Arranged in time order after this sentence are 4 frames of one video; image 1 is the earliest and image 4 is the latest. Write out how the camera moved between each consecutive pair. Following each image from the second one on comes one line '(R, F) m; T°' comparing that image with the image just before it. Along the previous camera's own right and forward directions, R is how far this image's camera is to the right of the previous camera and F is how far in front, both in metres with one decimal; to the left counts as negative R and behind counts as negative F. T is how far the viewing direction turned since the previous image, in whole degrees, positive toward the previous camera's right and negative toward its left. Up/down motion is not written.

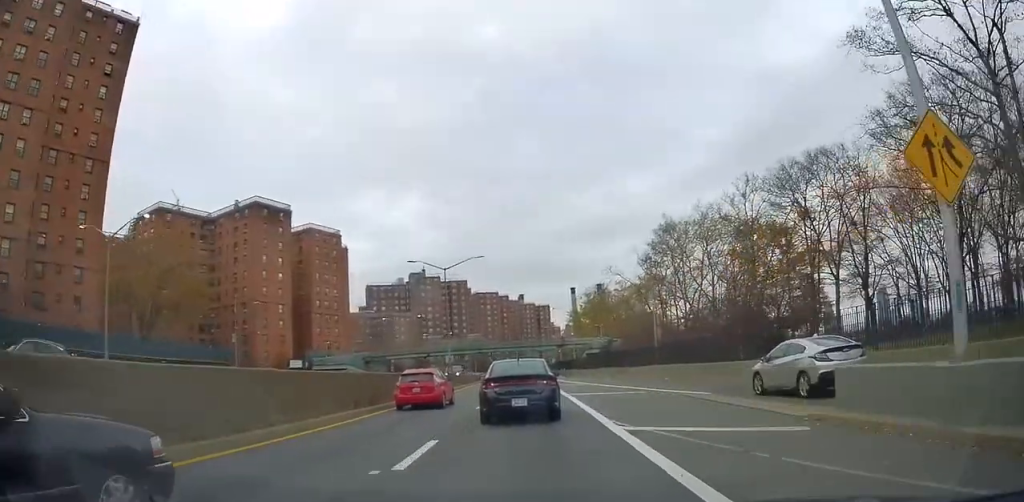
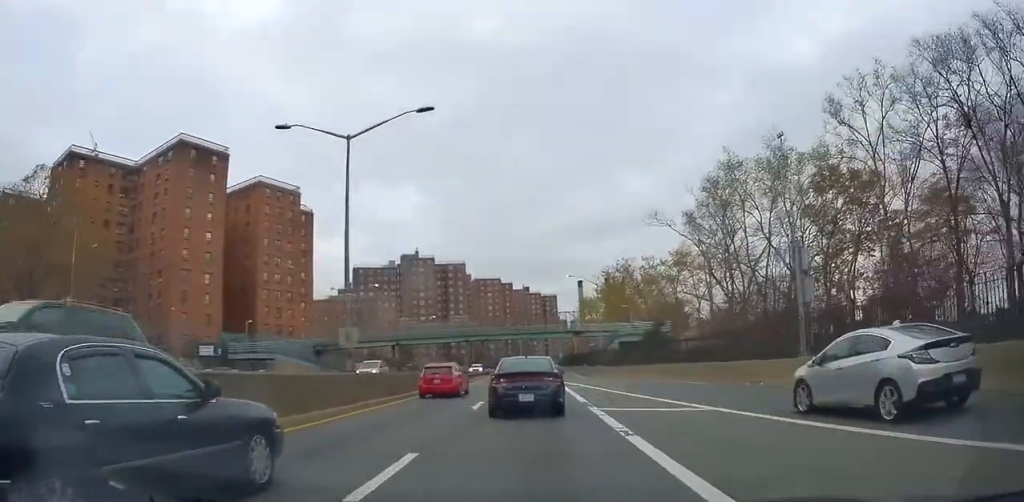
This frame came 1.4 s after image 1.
(+0.4, +24.4) m; +1°
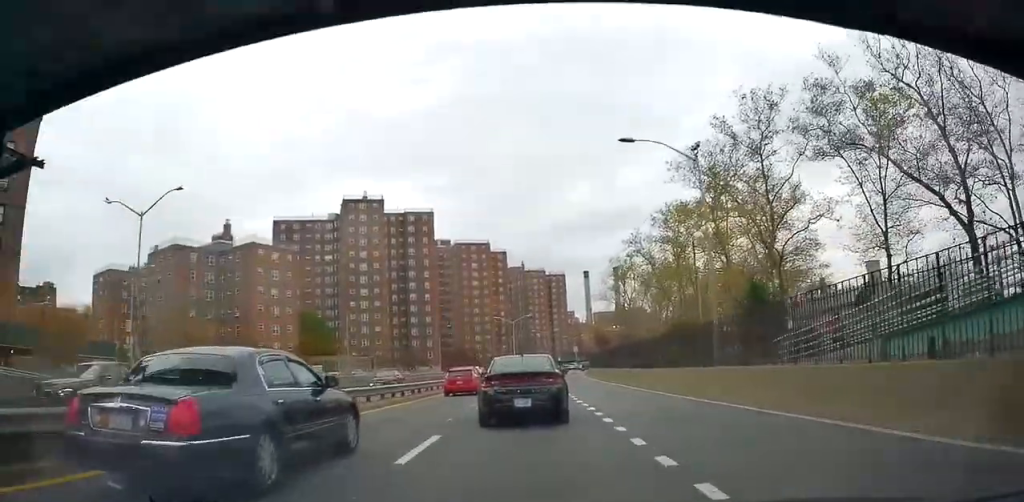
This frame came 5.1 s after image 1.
(+0.3, +68.0) m; 0°
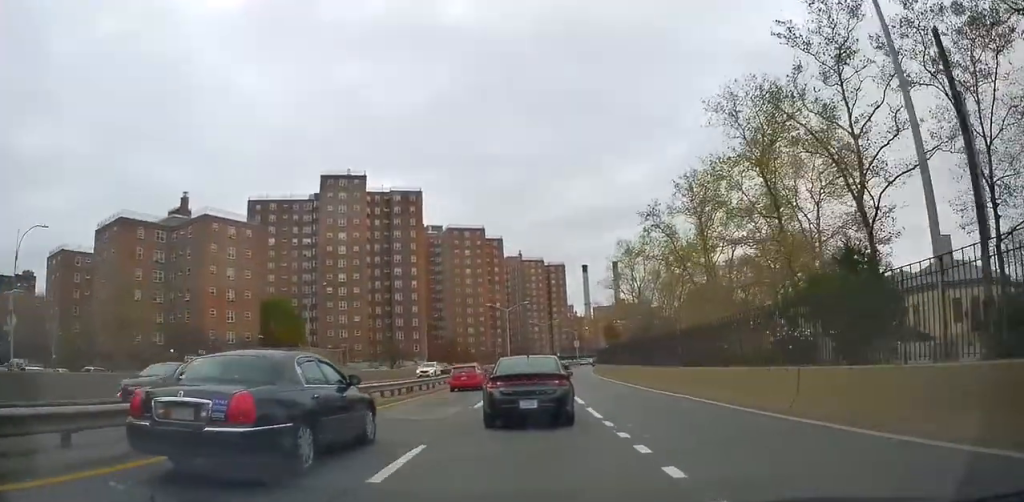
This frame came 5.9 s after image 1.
(-0.3, +14.0) m; +1°
